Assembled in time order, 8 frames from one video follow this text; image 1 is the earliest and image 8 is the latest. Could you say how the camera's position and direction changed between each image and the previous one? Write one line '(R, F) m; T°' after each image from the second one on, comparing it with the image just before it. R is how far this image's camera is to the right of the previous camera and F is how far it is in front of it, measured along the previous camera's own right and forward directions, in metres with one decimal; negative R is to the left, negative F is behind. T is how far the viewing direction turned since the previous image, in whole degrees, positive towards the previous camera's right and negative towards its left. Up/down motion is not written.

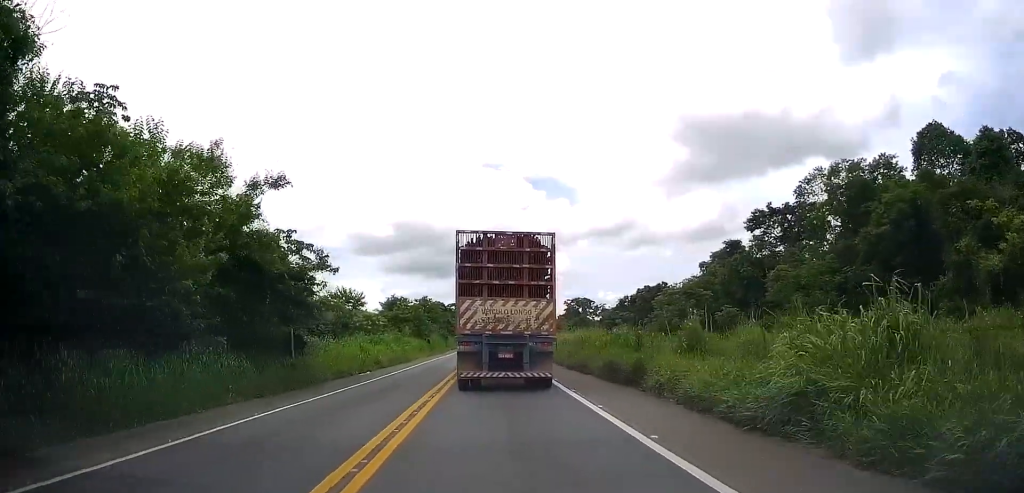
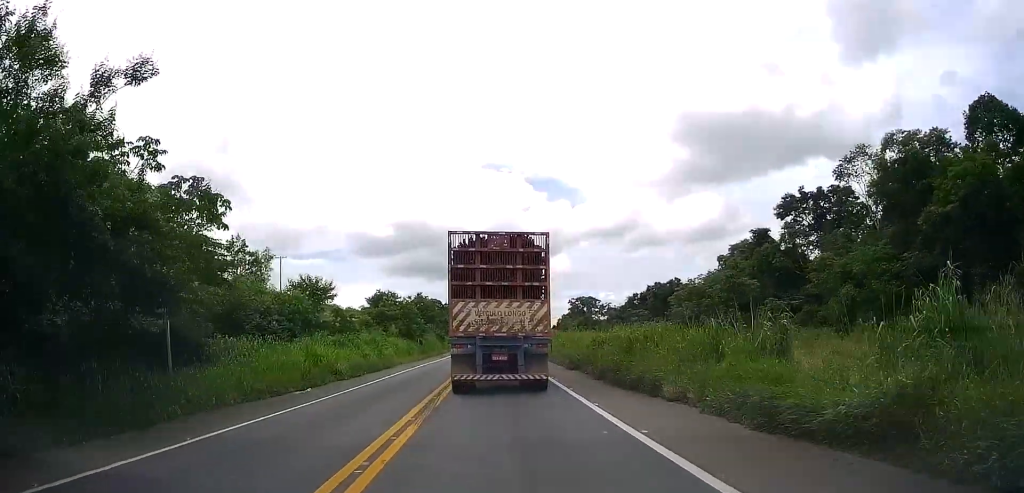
(+0.1, +11.8) m; -1°
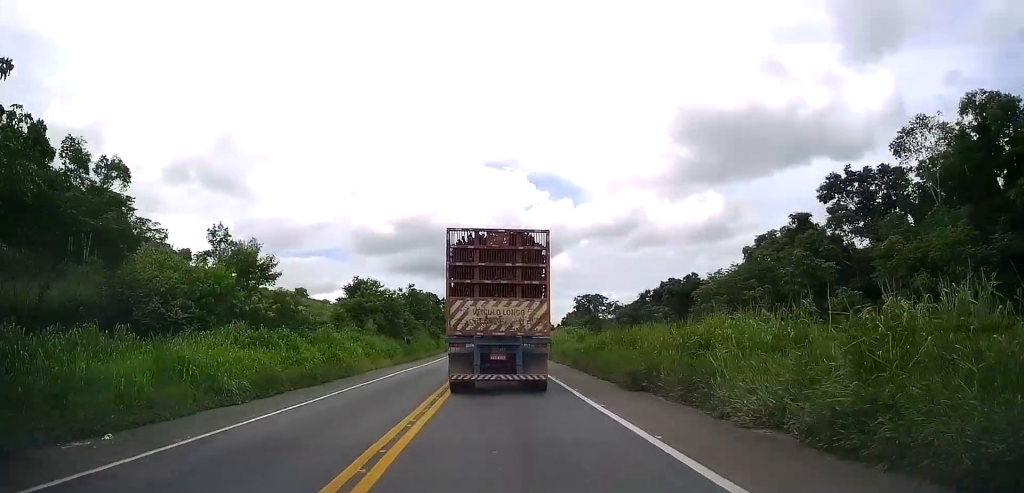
(-0.3, +13.2) m; -1°
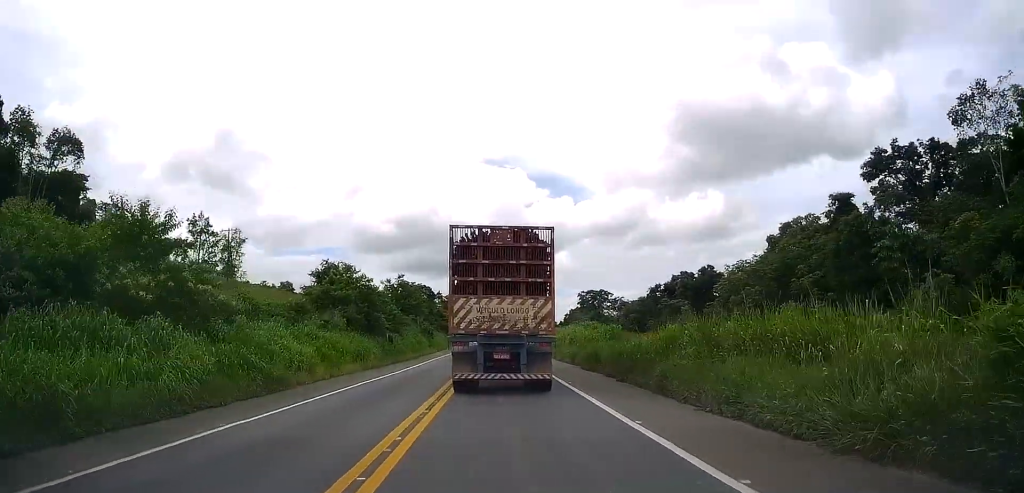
(-0.1, +11.4) m; 0°
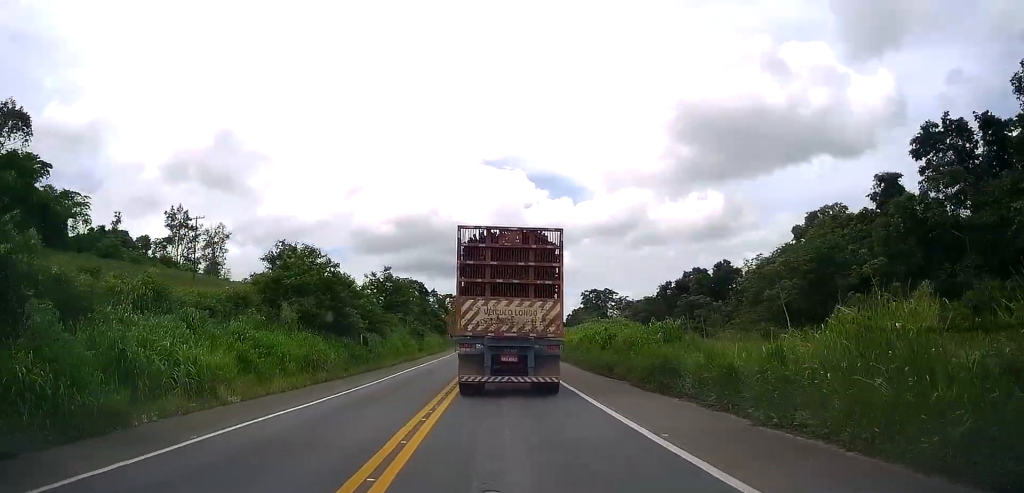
(0.0, +10.6) m; +1°
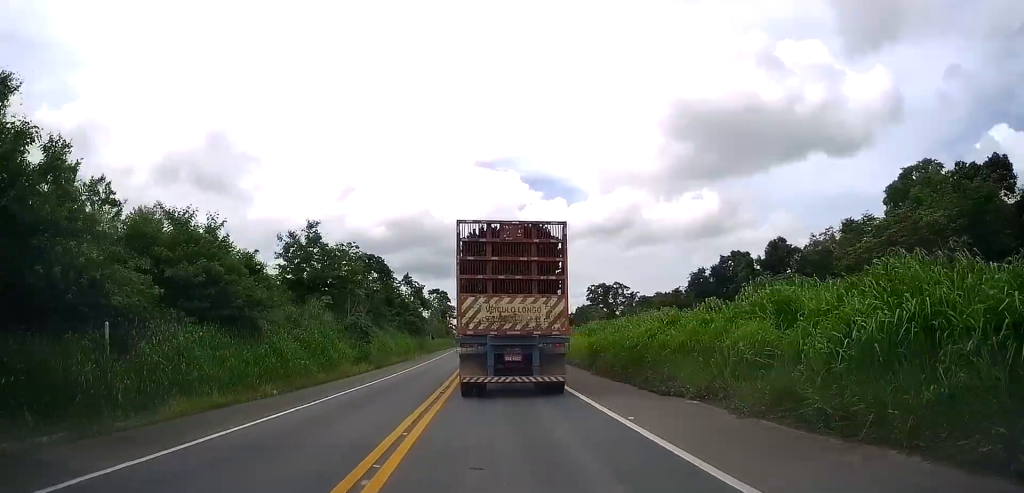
(+0.8, +29.6) m; +2°
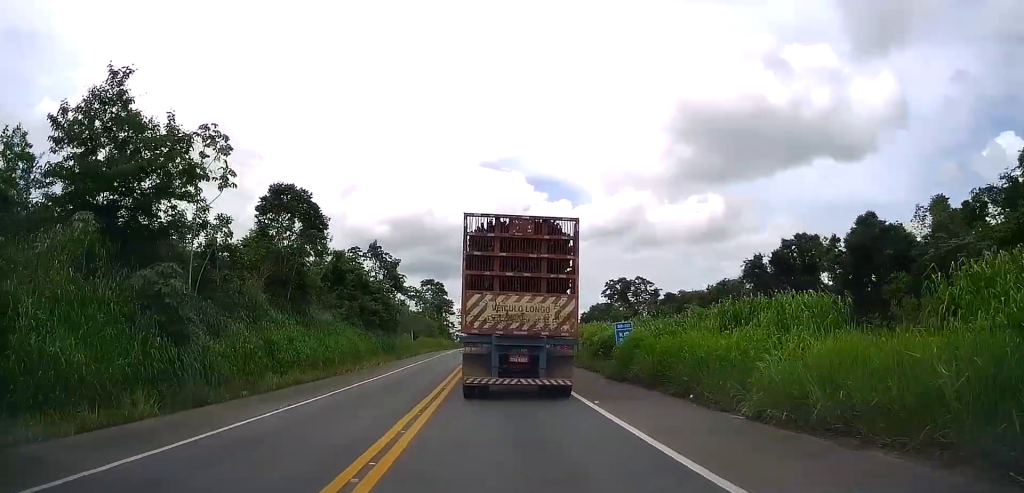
(+0.1, +26.8) m; -1°
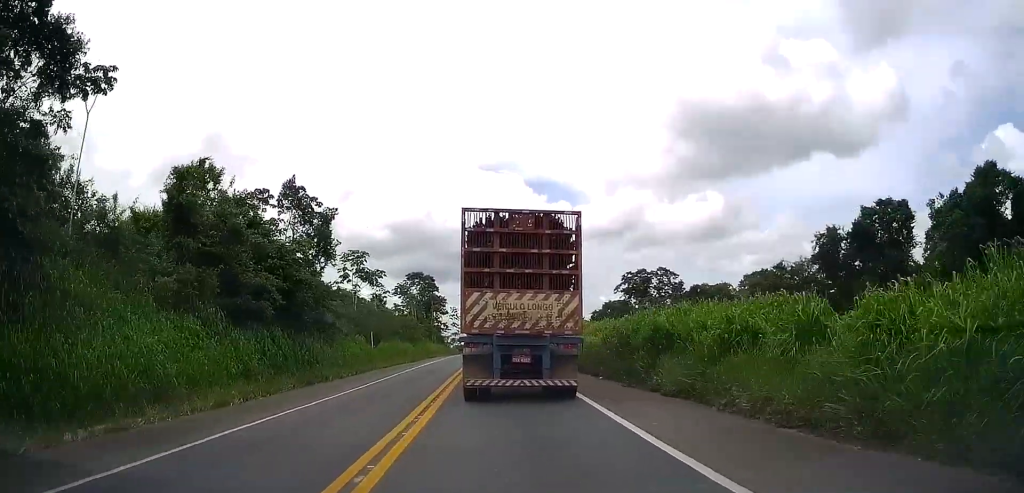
(-0.6, +25.2) m; 0°
